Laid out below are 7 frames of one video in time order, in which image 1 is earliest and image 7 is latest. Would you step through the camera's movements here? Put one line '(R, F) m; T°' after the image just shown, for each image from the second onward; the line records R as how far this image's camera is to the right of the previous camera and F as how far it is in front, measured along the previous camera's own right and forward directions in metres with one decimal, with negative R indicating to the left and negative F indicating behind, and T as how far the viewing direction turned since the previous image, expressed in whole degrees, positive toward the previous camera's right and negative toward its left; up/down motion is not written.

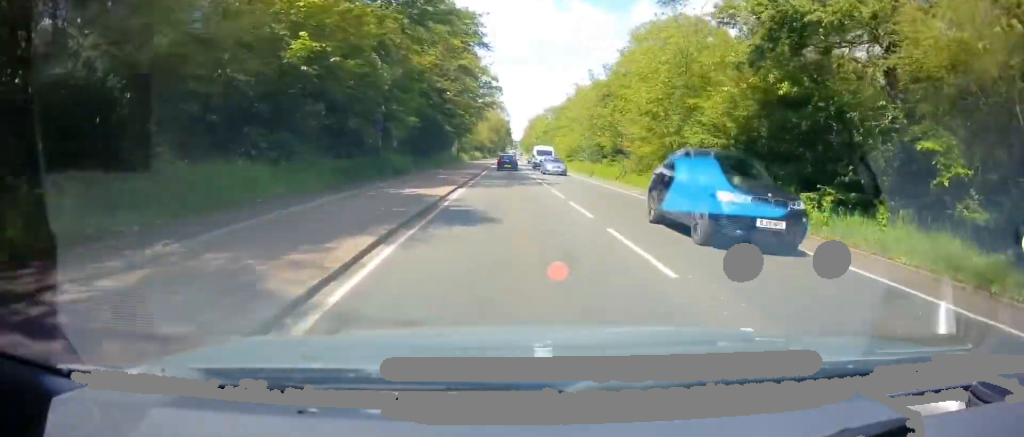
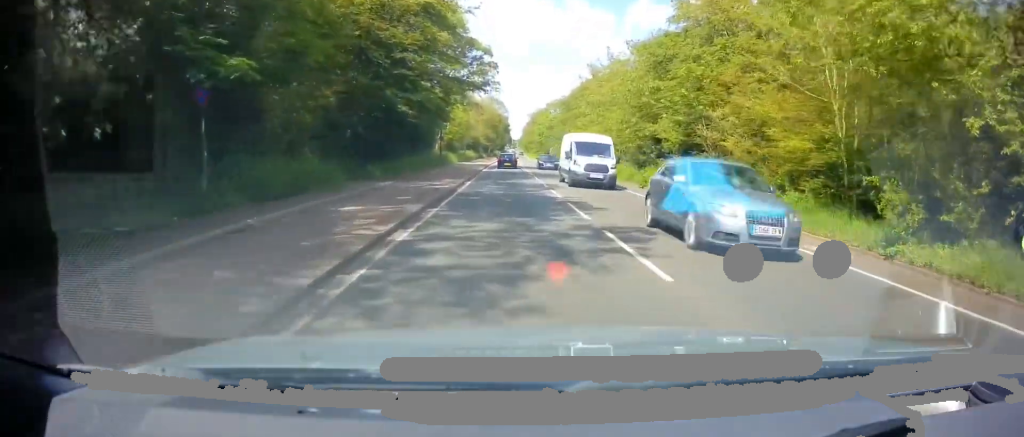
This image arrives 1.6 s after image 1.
(+0.7, +17.6) m; +1°
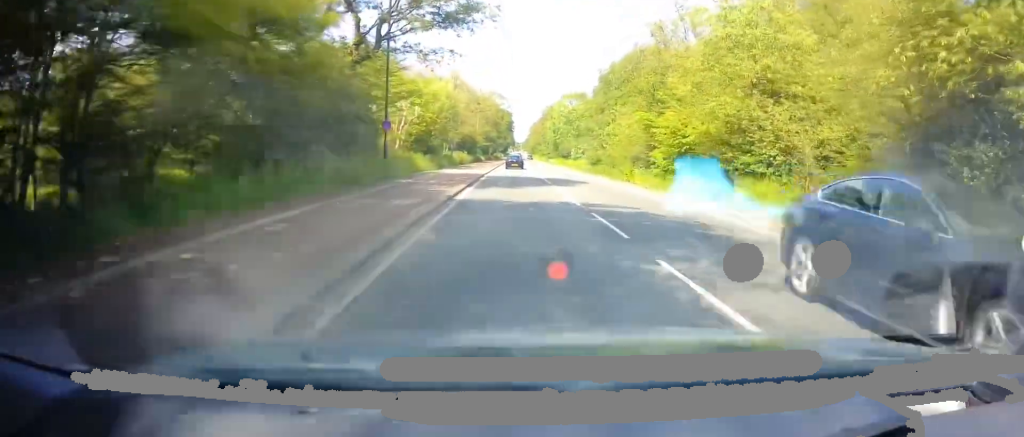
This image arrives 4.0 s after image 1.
(-0.6, +26.6) m; -1°
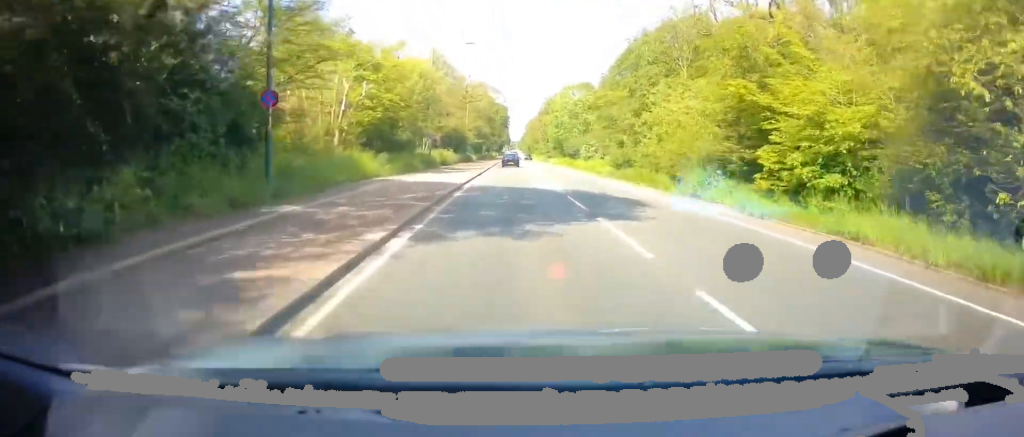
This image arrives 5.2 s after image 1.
(0.0, +13.5) m; 0°
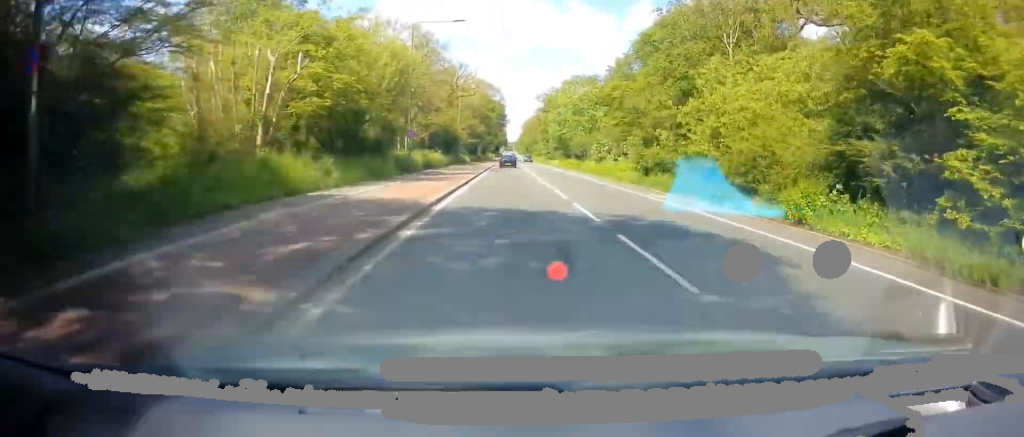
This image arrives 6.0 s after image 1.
(-0.1, +8.7) m; 0°
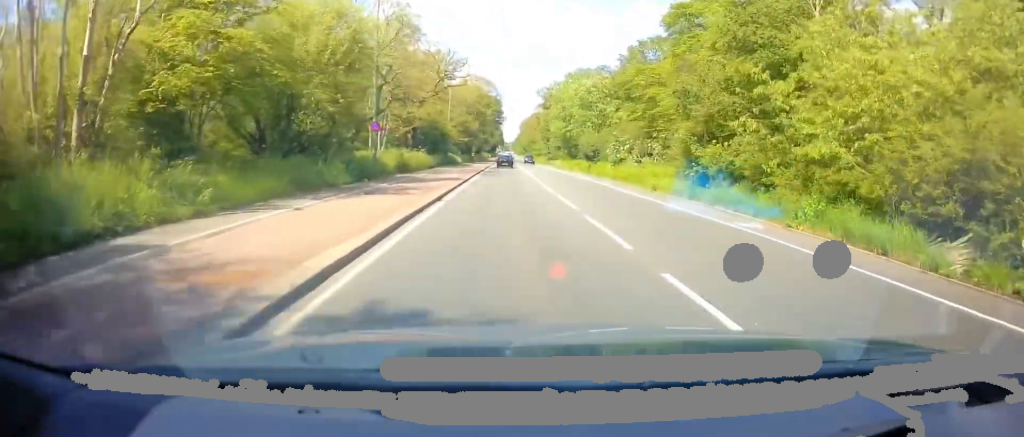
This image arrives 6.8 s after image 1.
(+0.1, +9.2) m; +1°
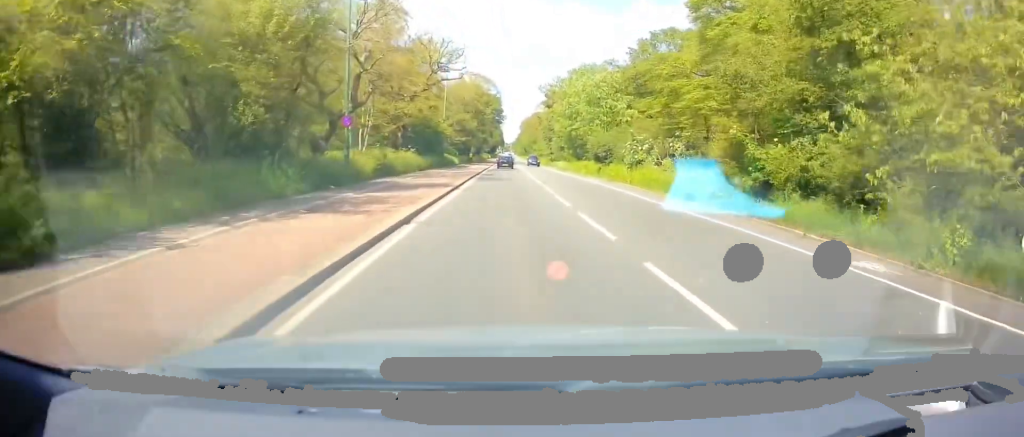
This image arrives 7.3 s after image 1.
(0.0, +5.1) m; 0°
